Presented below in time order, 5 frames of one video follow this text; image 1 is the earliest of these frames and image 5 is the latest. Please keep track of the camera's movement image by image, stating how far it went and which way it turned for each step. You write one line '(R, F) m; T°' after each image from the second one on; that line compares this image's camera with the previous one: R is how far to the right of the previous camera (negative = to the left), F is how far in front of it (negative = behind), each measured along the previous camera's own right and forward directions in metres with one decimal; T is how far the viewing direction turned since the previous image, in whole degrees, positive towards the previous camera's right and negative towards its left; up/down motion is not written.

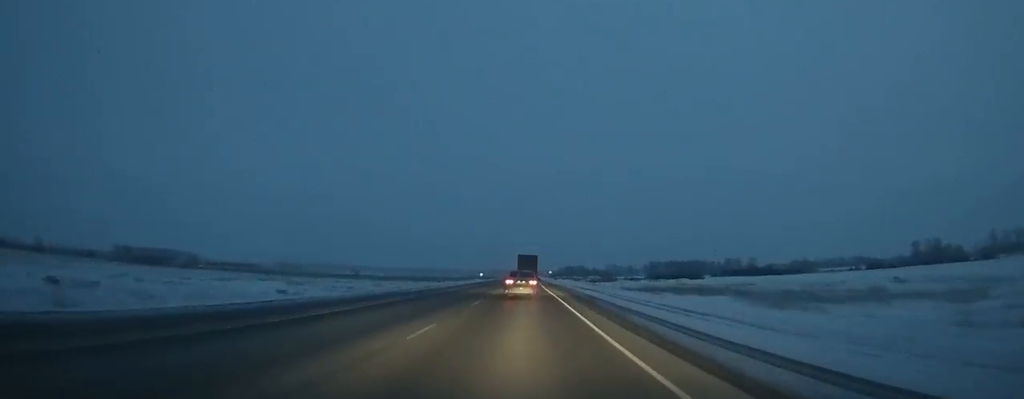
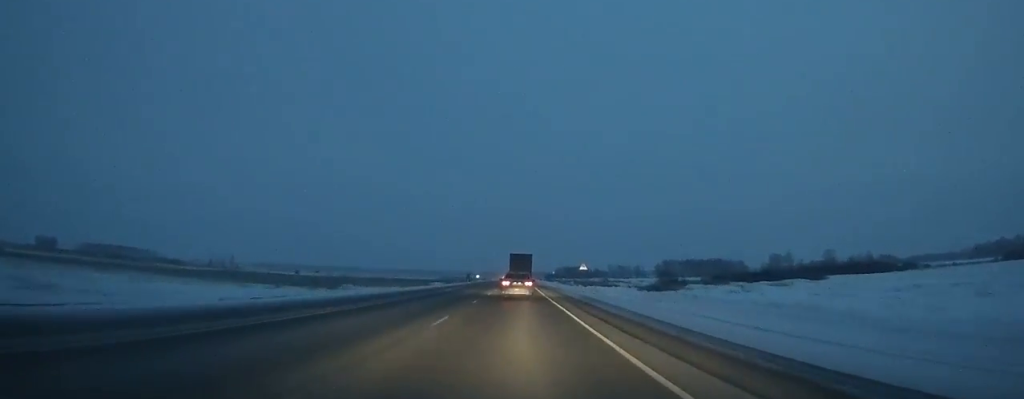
(+0.4, +113.4) m; 0°
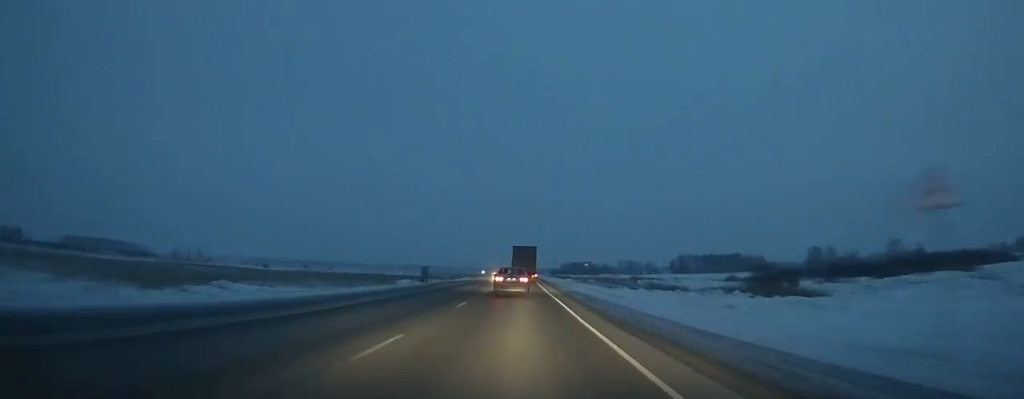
(-0.1, +53.9) m; 0°
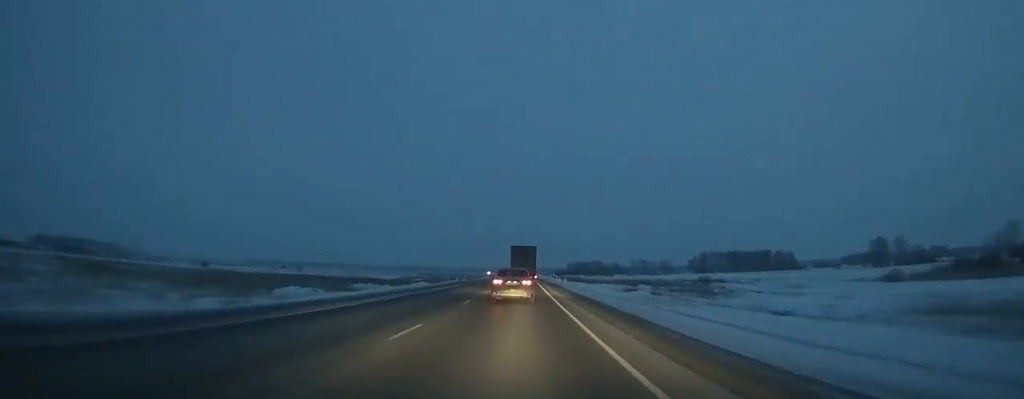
(-0.2, +67.8) m; 0°
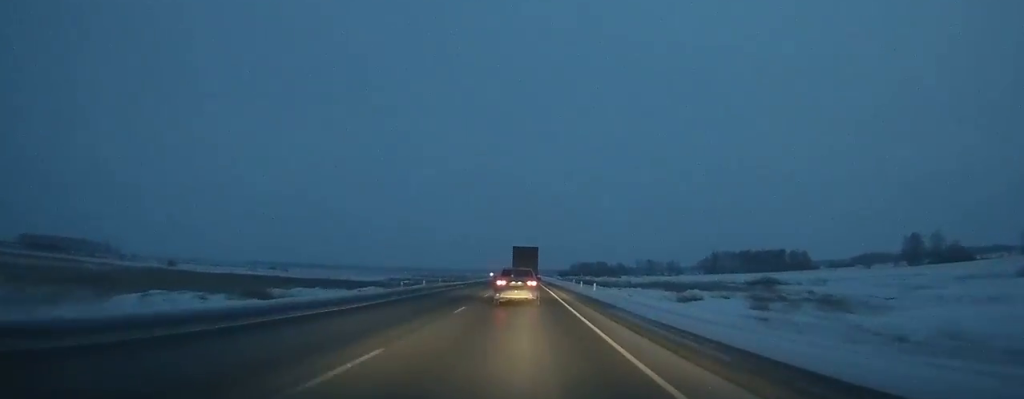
(-0.1, +29.2) m; 0°
